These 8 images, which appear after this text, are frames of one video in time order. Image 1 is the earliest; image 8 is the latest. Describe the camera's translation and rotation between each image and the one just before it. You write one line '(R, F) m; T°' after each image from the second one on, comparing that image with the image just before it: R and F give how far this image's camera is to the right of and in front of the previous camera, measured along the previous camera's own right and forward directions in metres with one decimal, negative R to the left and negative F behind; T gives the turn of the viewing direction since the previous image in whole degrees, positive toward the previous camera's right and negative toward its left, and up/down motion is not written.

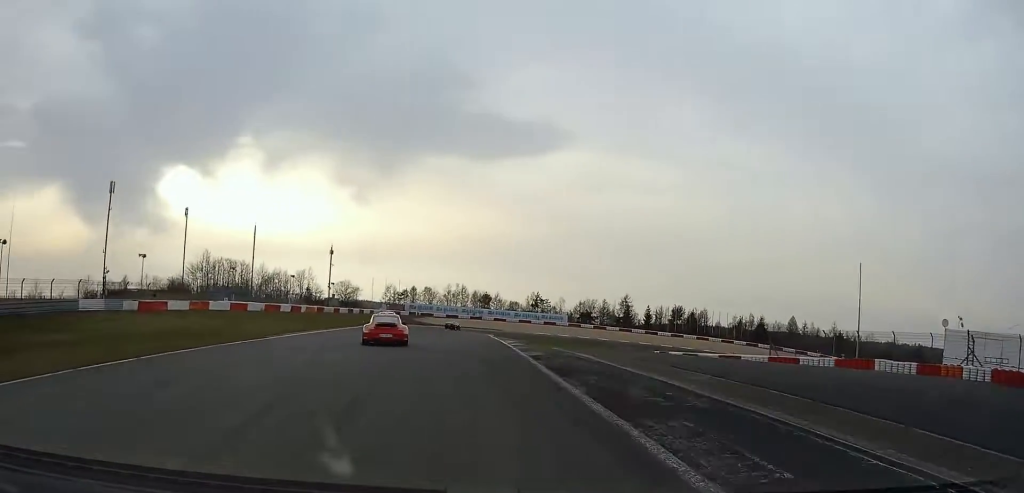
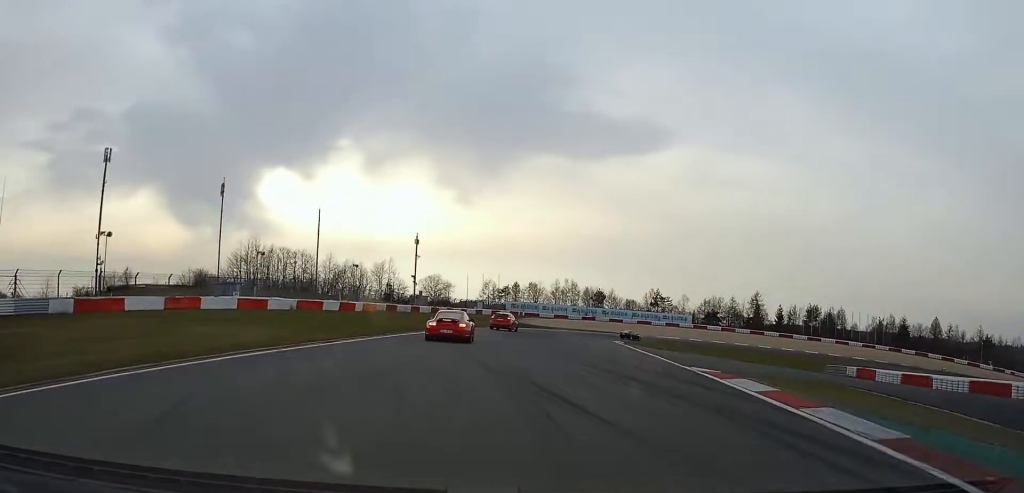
(-2.3, +27.3) m; -6°
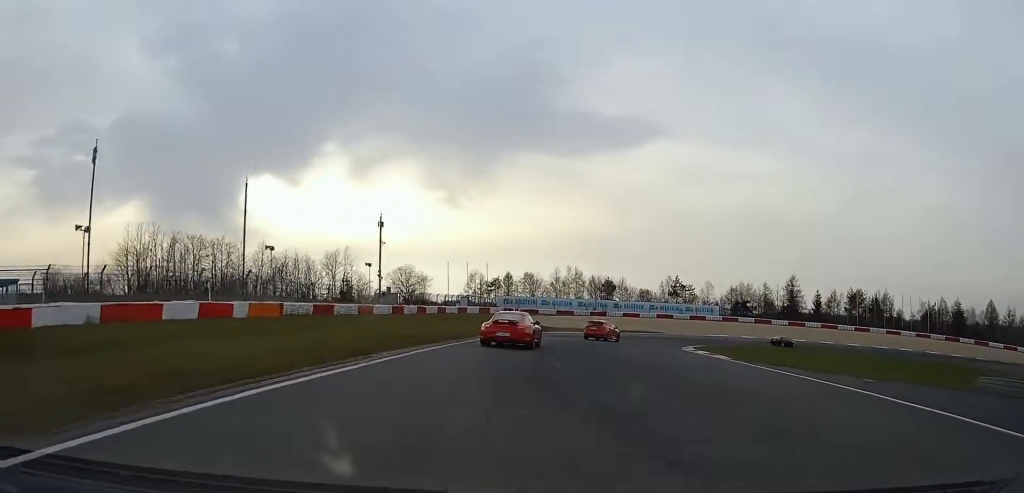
(-0.9, +32.1) m; 0°
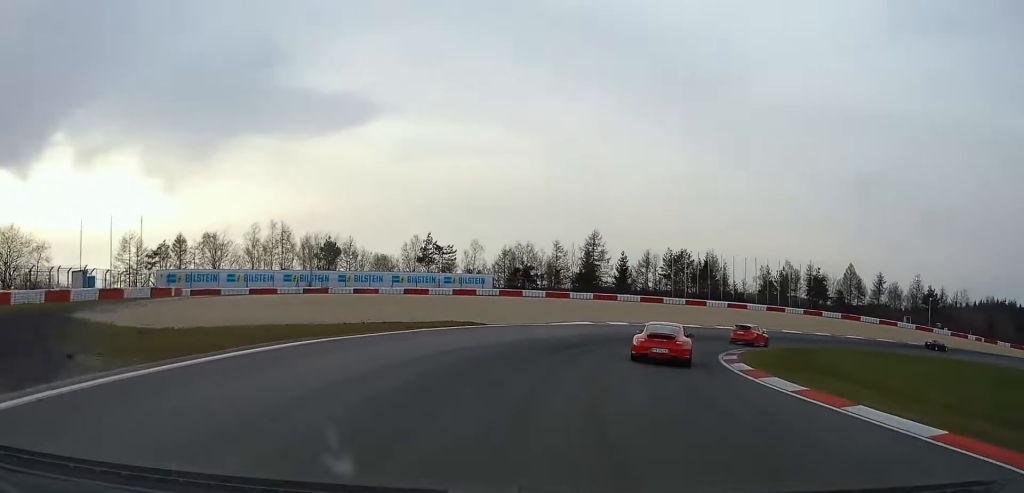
(+5.8, +54.1) m; +24°
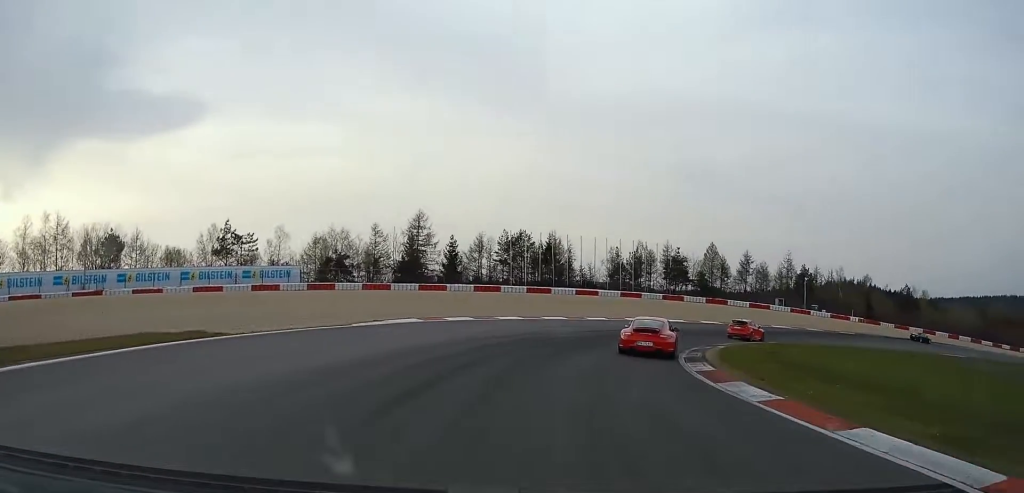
(+2.0, +17.0) m; +18°
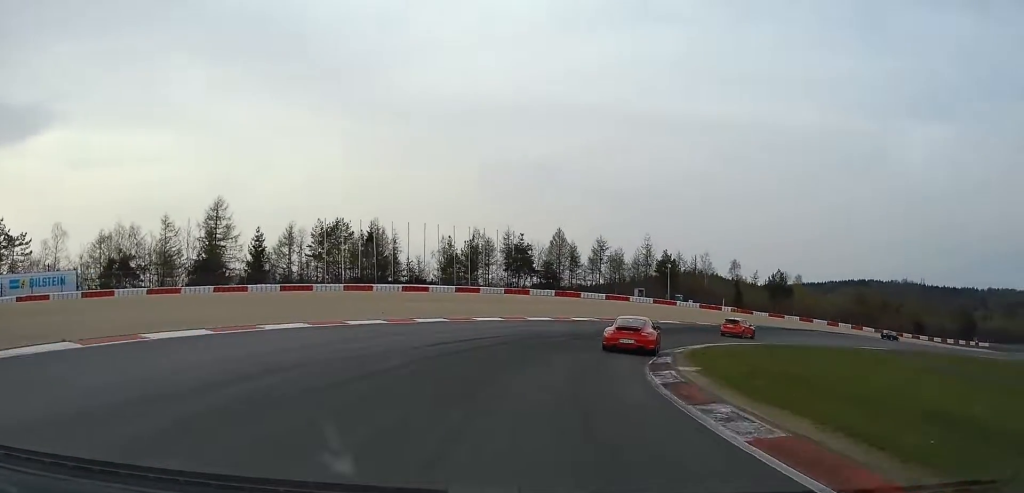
(+2.9, +16.1) m; +16°
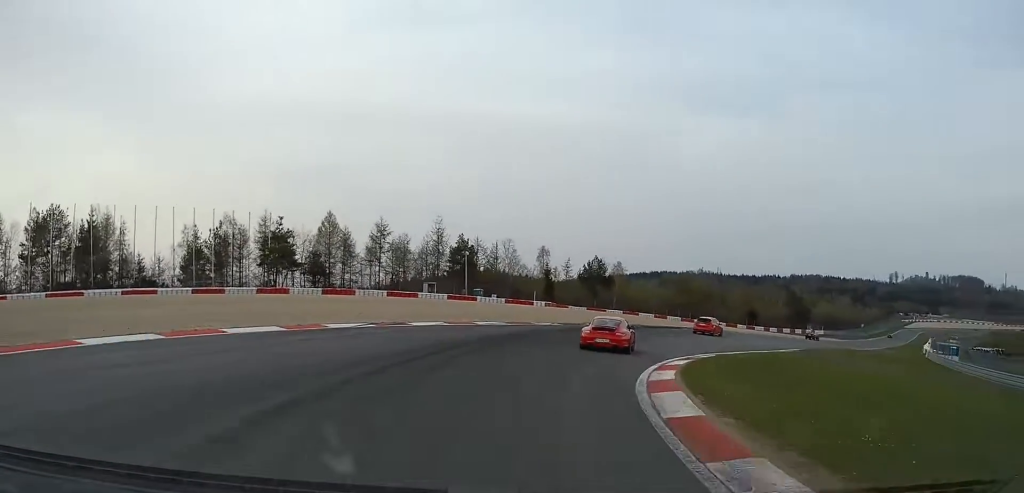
(+4.0, +22.4) m; +19°
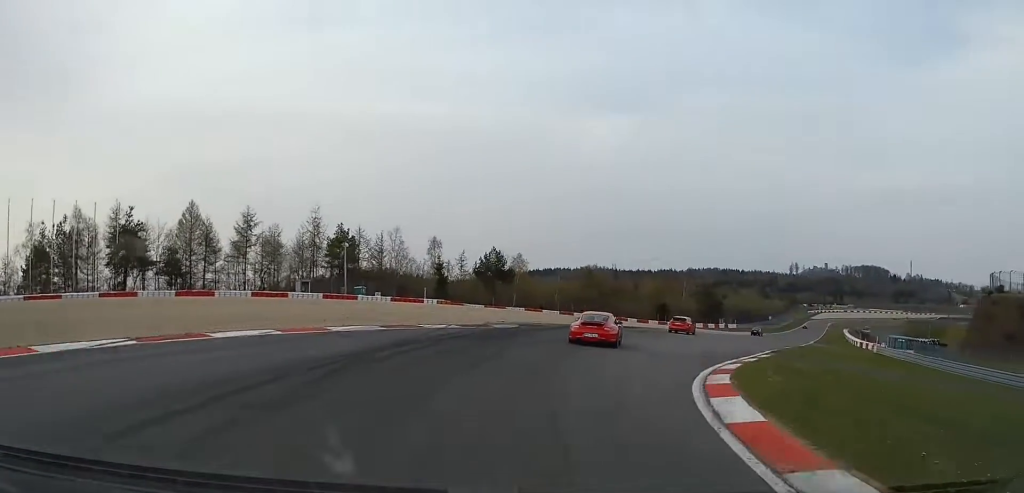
(+0.6, +12.5) m; +9°
